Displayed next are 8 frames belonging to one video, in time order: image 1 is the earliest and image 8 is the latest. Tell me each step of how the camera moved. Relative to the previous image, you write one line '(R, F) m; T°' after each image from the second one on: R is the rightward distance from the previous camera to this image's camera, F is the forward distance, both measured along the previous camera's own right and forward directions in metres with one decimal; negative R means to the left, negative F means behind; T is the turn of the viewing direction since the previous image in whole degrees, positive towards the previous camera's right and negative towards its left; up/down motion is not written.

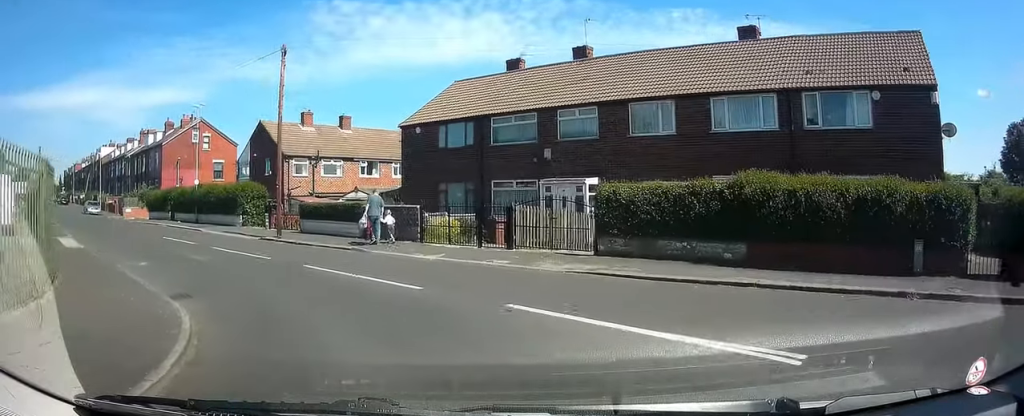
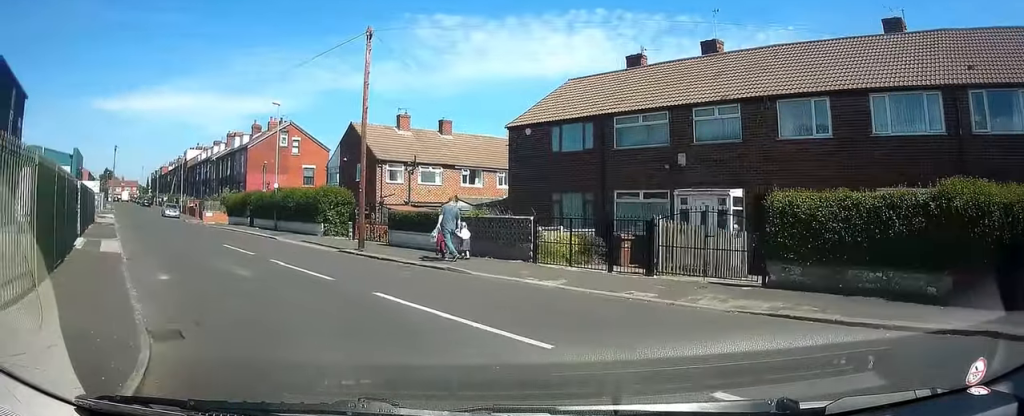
(+0.1, +3.3) m; -4°
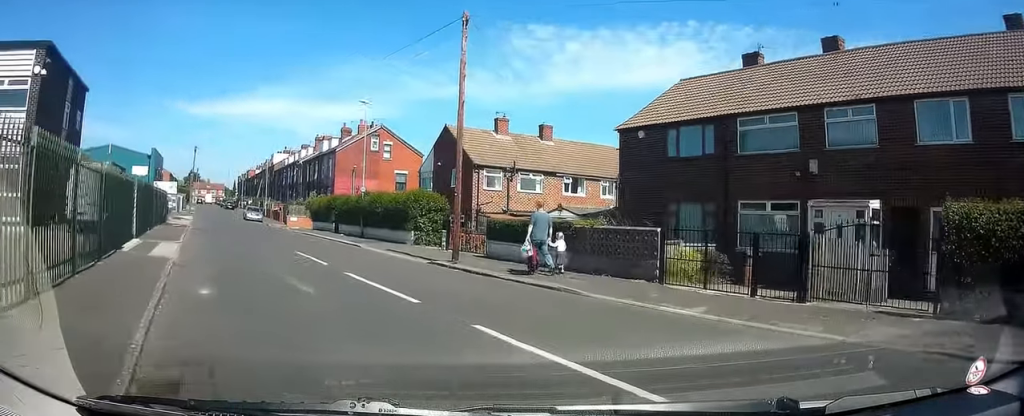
(-0.1, +2.3) m; -7°
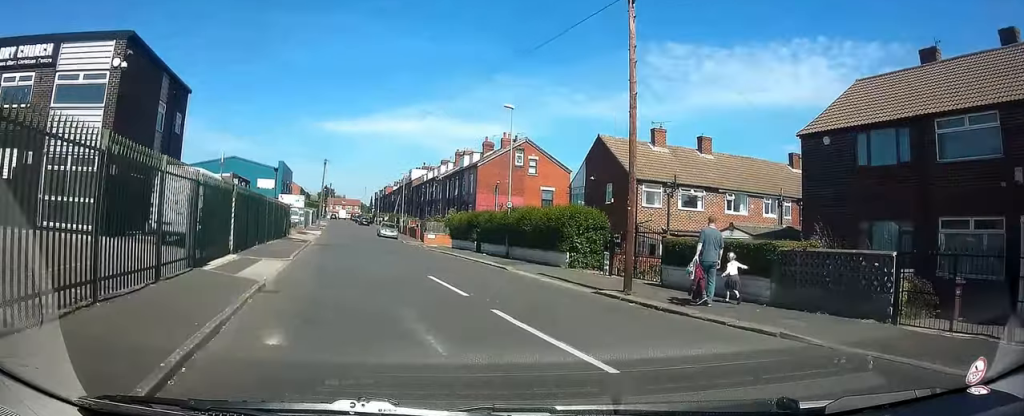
(-0.3, +3.1) m; -7°
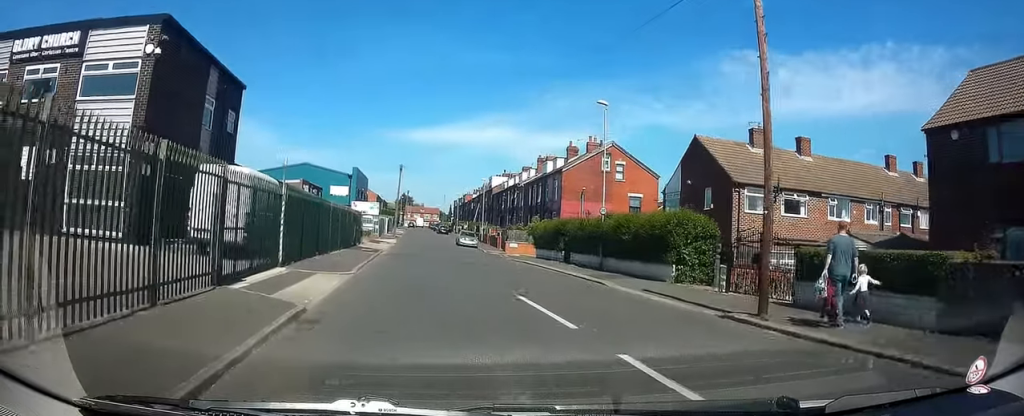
(-0.1, +2.4) m; -5°
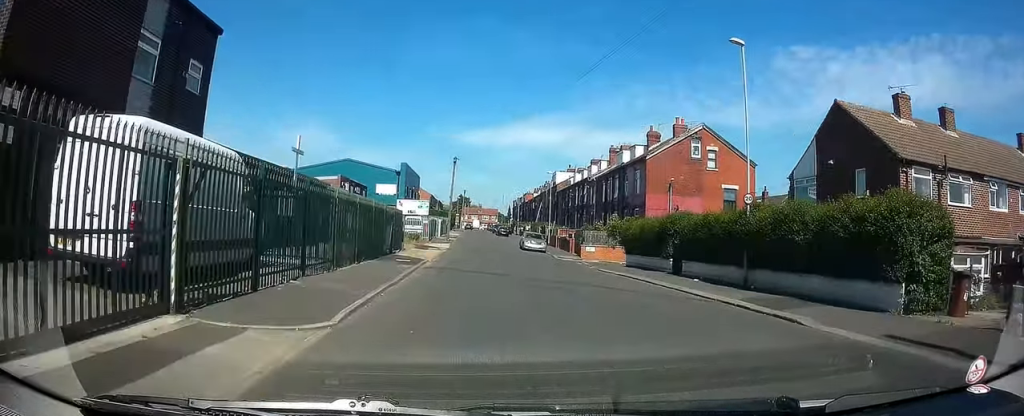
(-1.1, +6.9) m; -18°
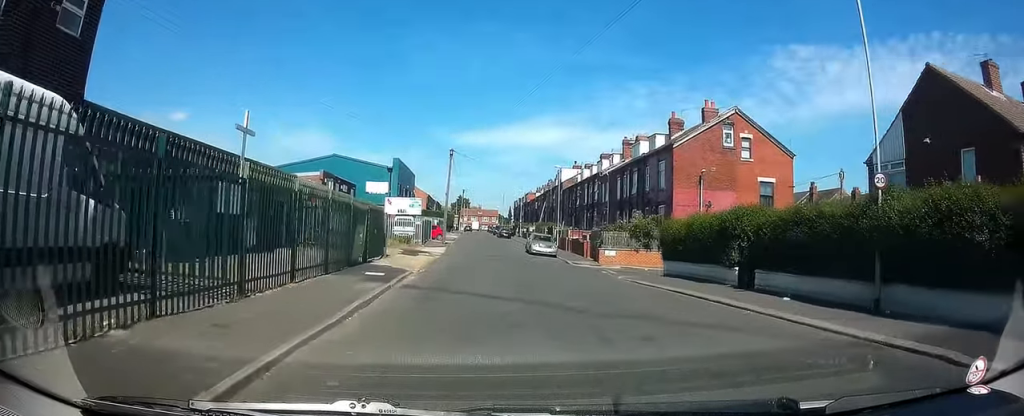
(-0.3, +5.4) m; -4°
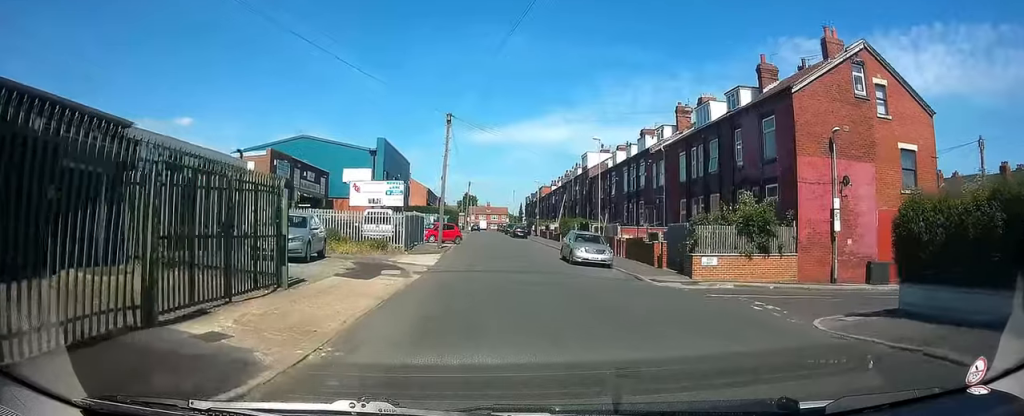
(+0.2, +13.0) m; +2°
